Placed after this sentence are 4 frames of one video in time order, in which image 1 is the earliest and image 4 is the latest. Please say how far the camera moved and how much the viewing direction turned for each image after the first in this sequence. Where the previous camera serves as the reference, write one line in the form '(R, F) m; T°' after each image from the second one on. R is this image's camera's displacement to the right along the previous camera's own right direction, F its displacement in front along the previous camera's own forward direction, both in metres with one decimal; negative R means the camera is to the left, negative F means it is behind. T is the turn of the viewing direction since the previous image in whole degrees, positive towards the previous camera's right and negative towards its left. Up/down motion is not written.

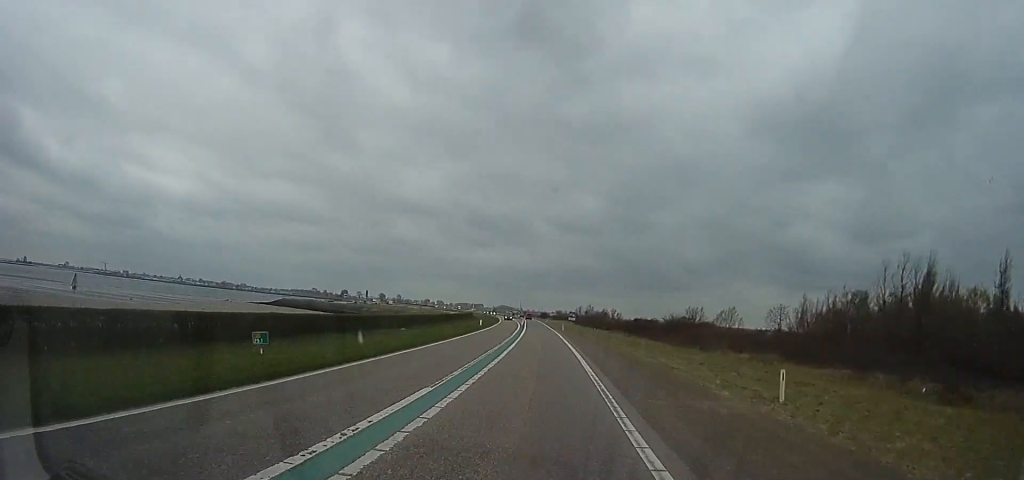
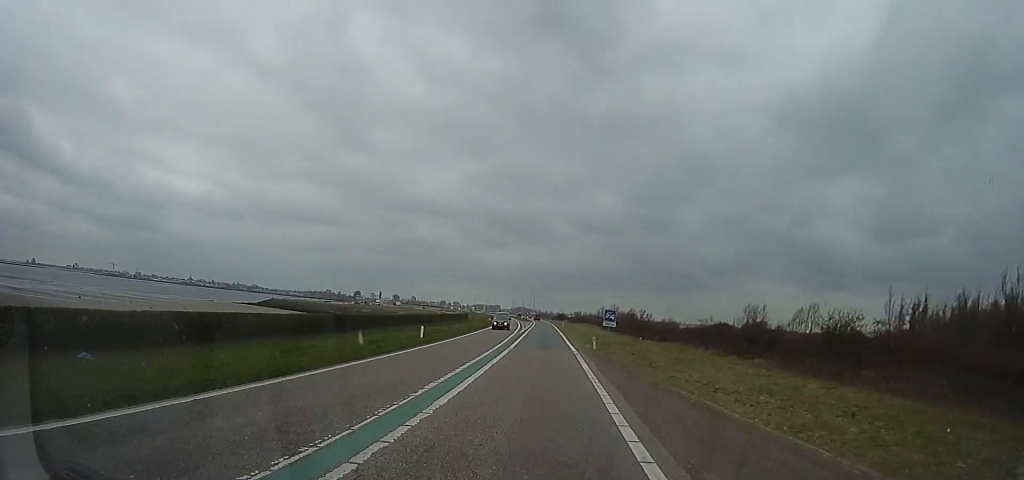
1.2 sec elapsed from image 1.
(0.0, +31.4) m; -2°
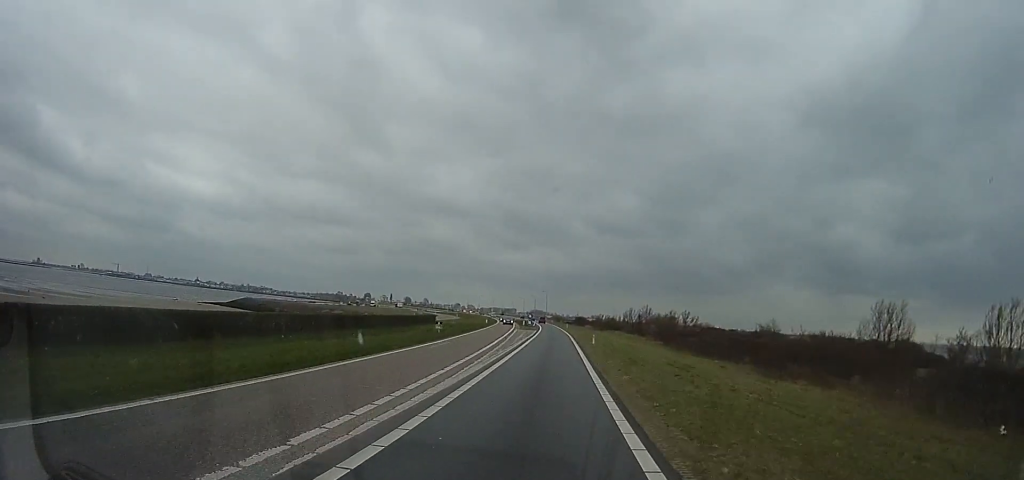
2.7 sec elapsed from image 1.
(-2.1, +41.6) m; -4°
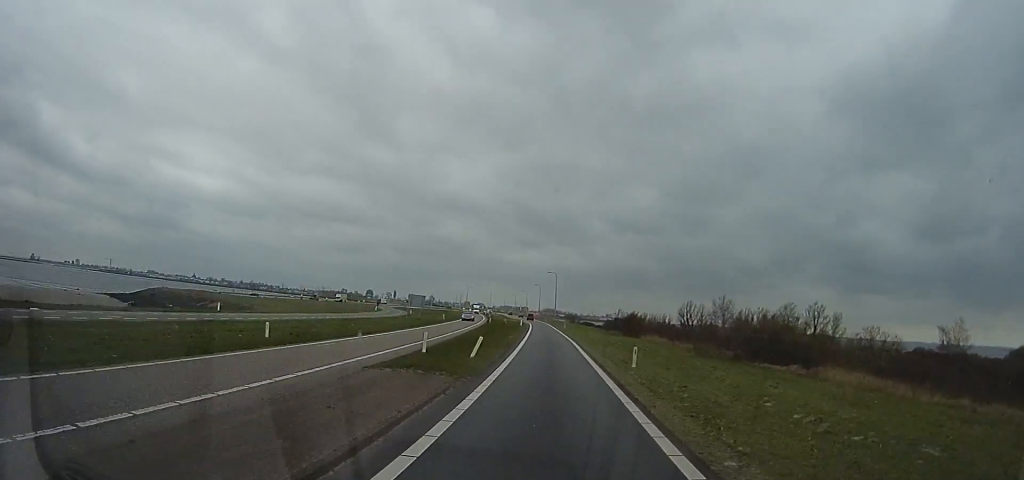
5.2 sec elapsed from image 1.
(-1.0, +68.9) m; -2°
